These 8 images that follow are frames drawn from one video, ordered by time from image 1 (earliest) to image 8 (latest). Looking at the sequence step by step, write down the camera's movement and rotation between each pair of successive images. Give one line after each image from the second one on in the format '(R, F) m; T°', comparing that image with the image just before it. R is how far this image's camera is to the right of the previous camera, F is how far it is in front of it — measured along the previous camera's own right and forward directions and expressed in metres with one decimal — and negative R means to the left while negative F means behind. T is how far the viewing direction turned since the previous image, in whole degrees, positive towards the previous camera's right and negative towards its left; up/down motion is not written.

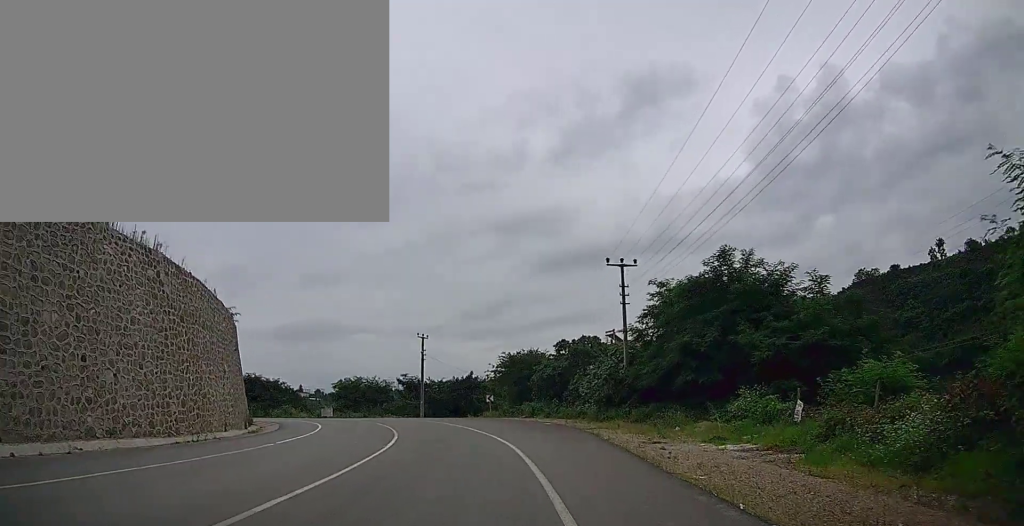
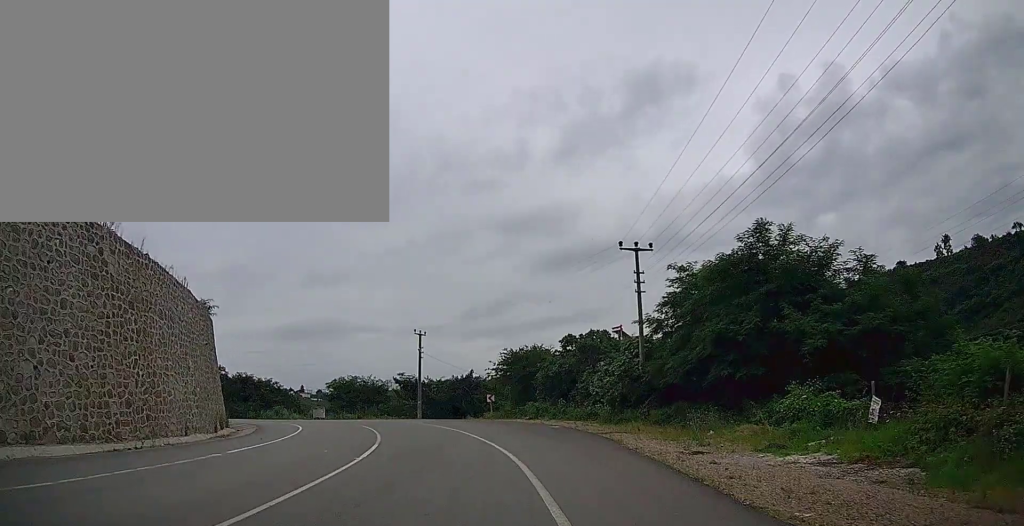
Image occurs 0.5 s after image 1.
(0.0, +3.7) m; -1°
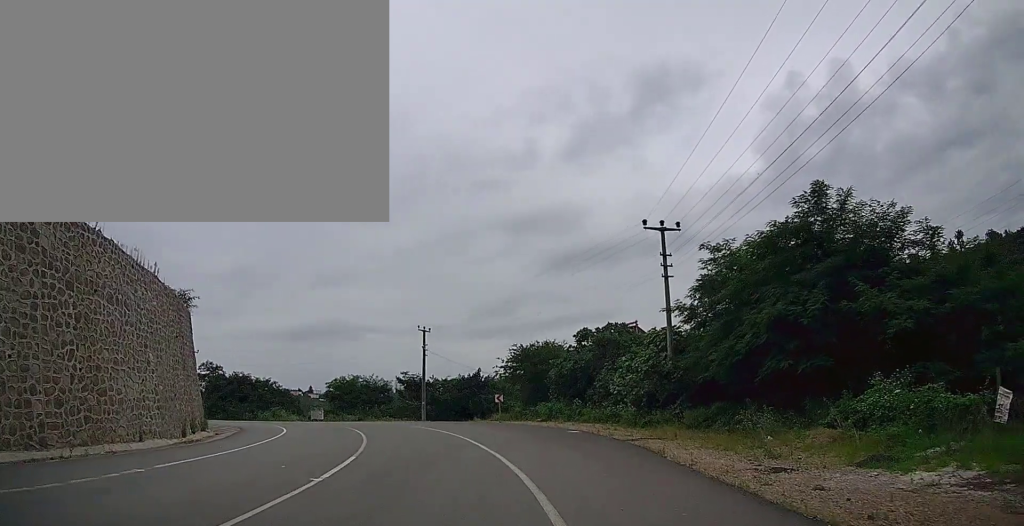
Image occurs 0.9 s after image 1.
(+0.1, +3.5) m; -1°
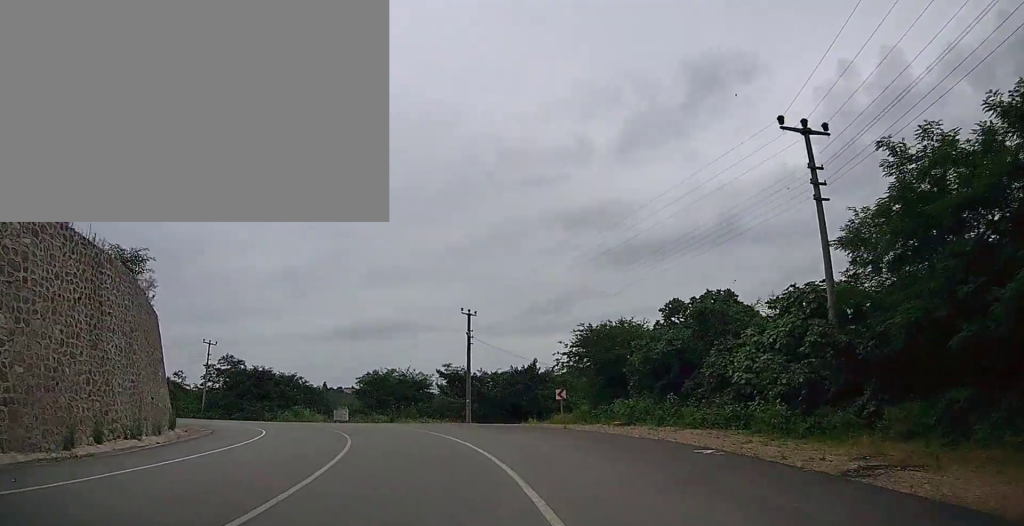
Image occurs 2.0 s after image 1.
(-0.2, +9.2) m; -5°
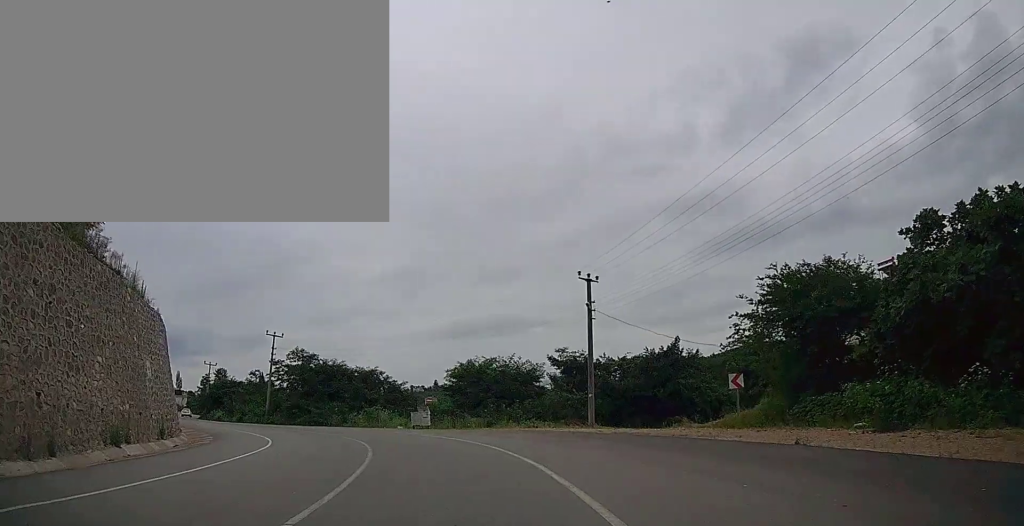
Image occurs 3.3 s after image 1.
(-1.0, +12.4) m; -10°
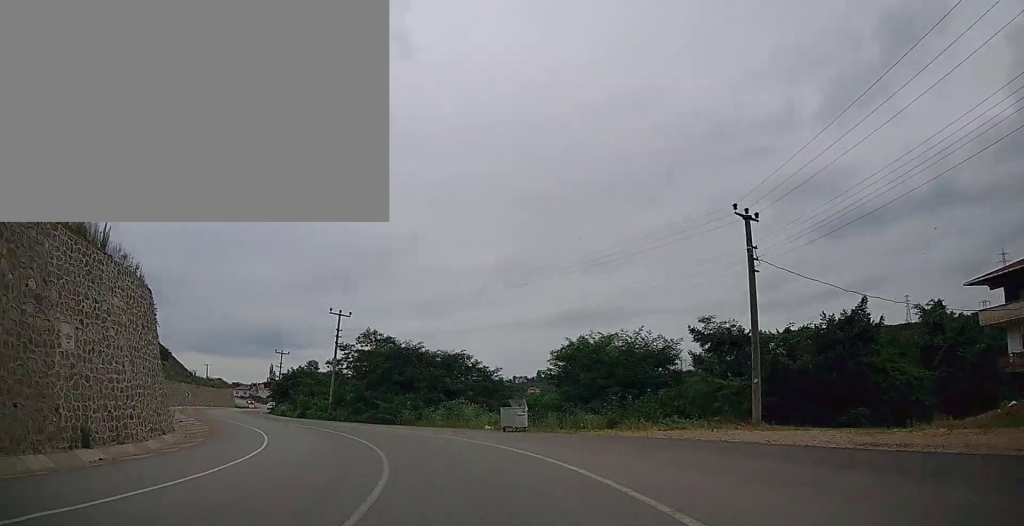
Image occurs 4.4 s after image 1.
(-0.9, +10.5) m; -10°
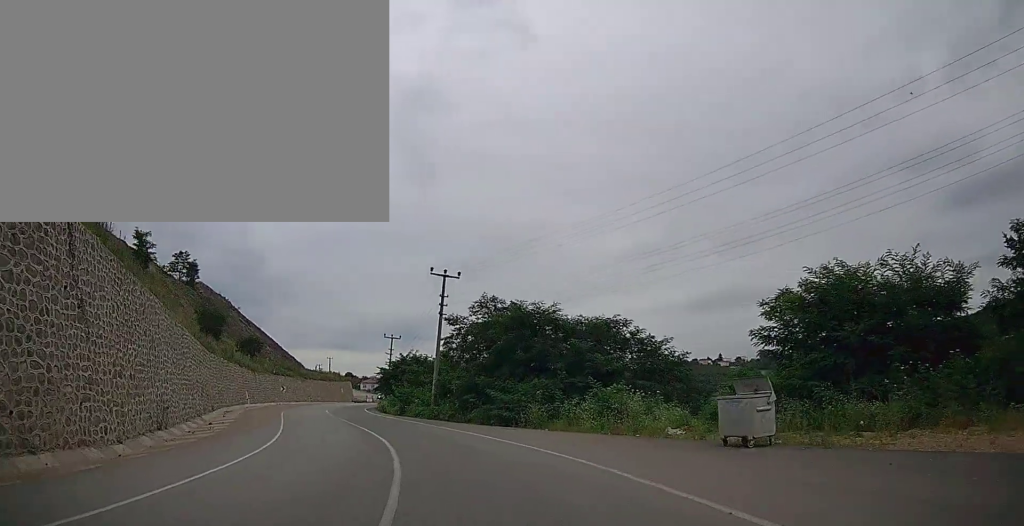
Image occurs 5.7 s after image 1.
(-1.8, +13.6) m; -14°
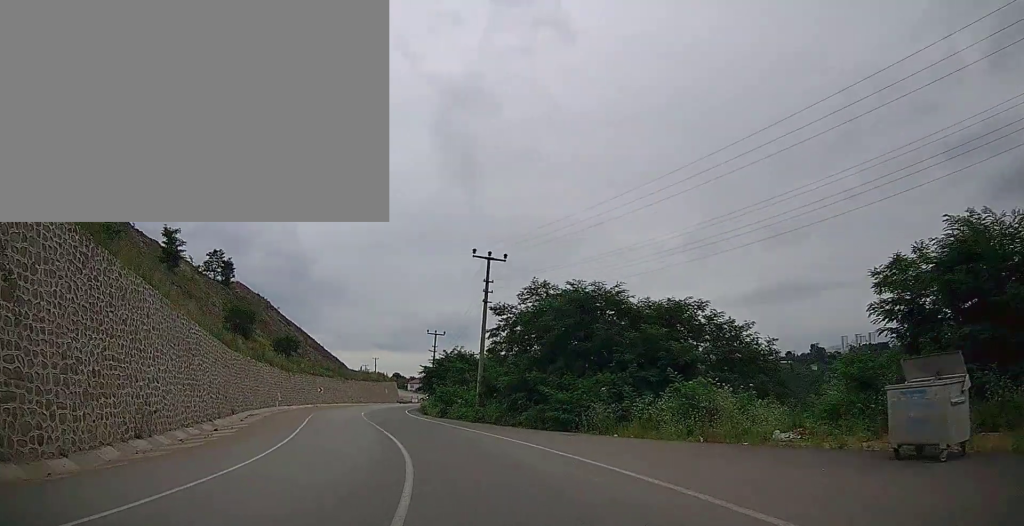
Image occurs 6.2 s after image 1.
(+0.1, +4.4) m; -5°
